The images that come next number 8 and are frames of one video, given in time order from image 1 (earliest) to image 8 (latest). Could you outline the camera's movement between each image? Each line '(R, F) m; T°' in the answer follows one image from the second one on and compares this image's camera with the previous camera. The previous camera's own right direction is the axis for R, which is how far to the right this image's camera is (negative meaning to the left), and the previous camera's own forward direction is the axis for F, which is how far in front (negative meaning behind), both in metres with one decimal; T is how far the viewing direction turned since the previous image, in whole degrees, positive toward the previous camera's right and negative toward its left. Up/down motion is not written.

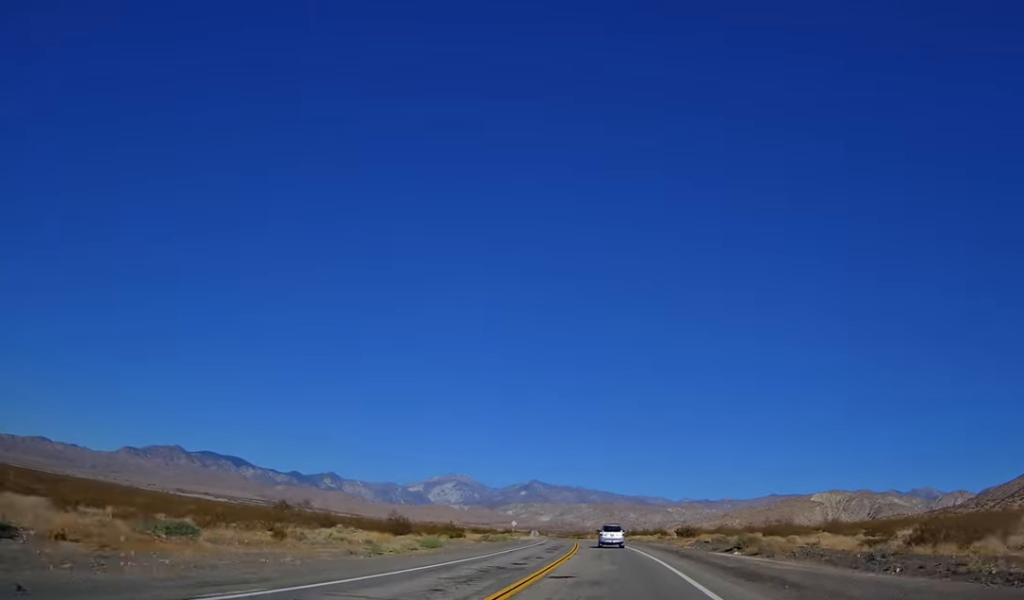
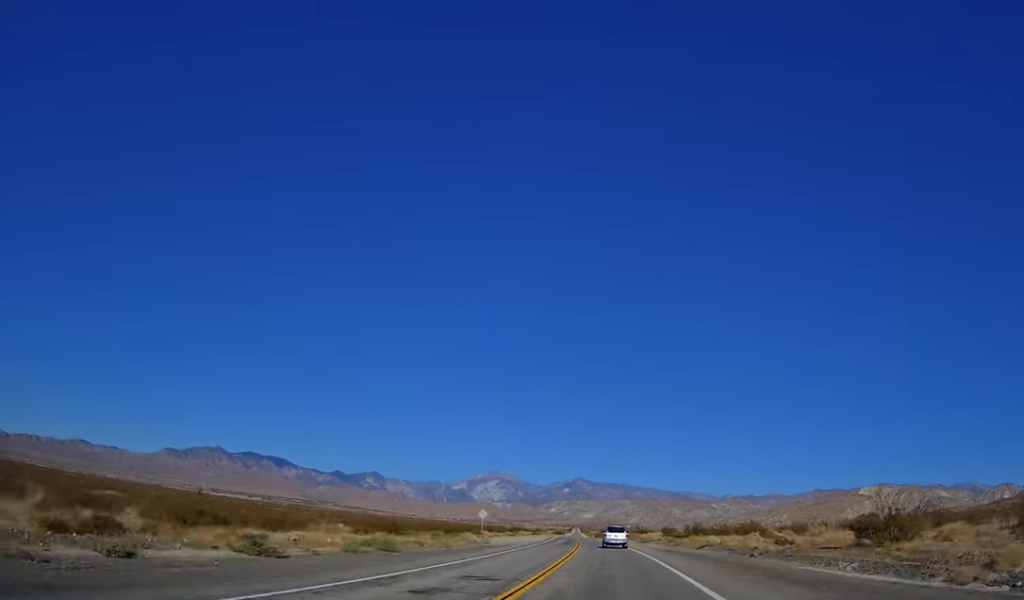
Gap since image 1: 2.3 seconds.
(-1.5, +56.8) m; -4°
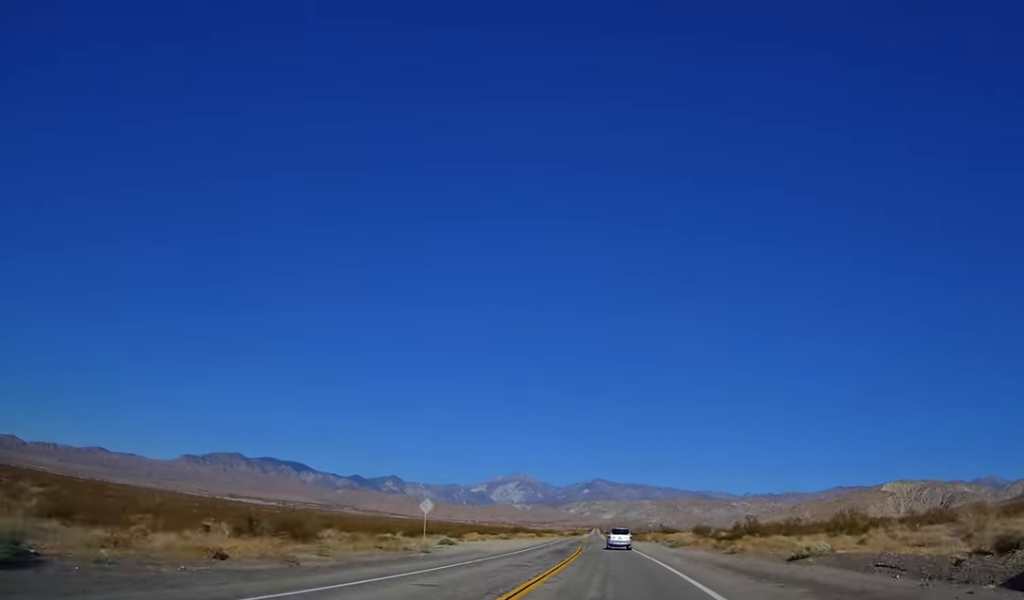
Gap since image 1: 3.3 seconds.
(-0.4, +24.9) m; -2°
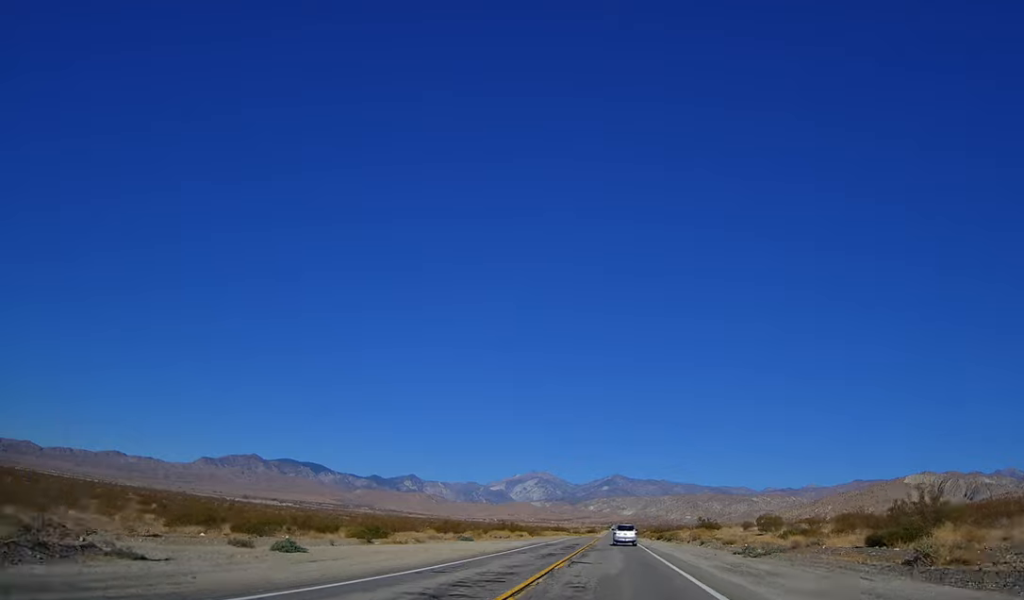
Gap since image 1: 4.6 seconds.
(-1.0, +33.0) m; -1°
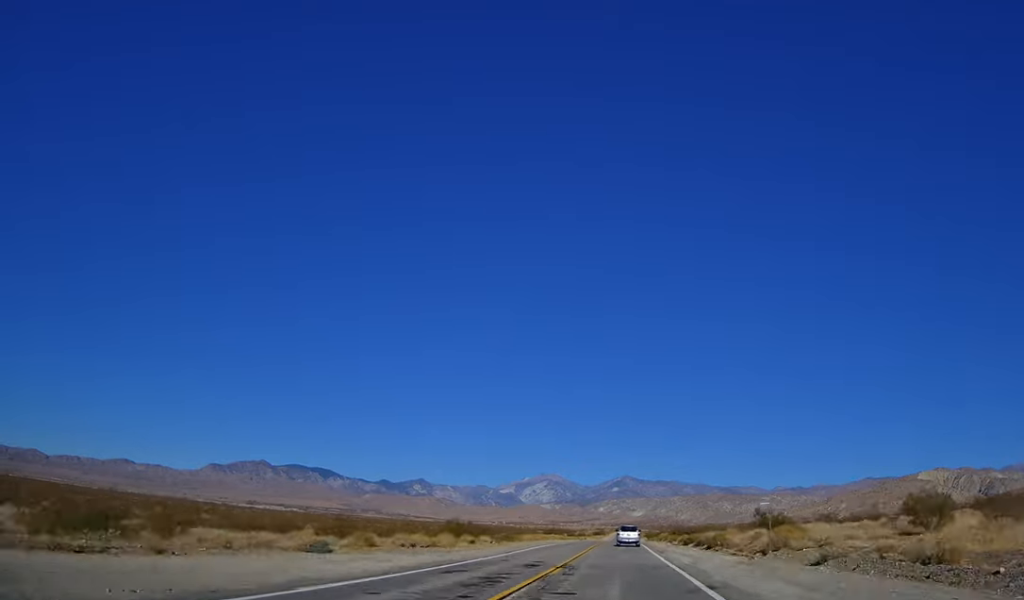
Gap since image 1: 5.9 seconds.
(-0.2, +31.4) m; -1°
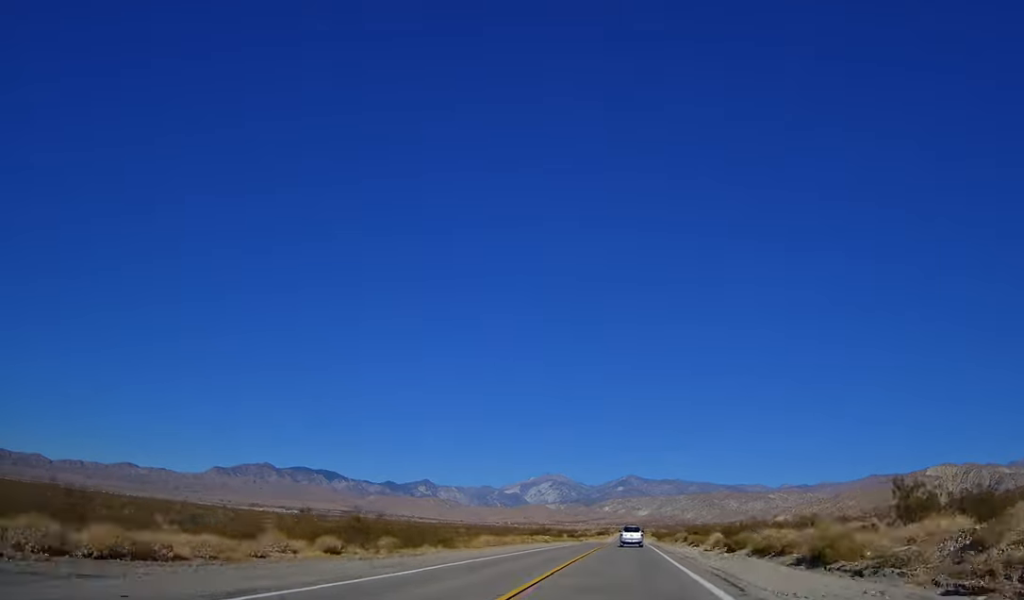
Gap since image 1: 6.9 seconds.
(+0.3, +26.4) m; -1°
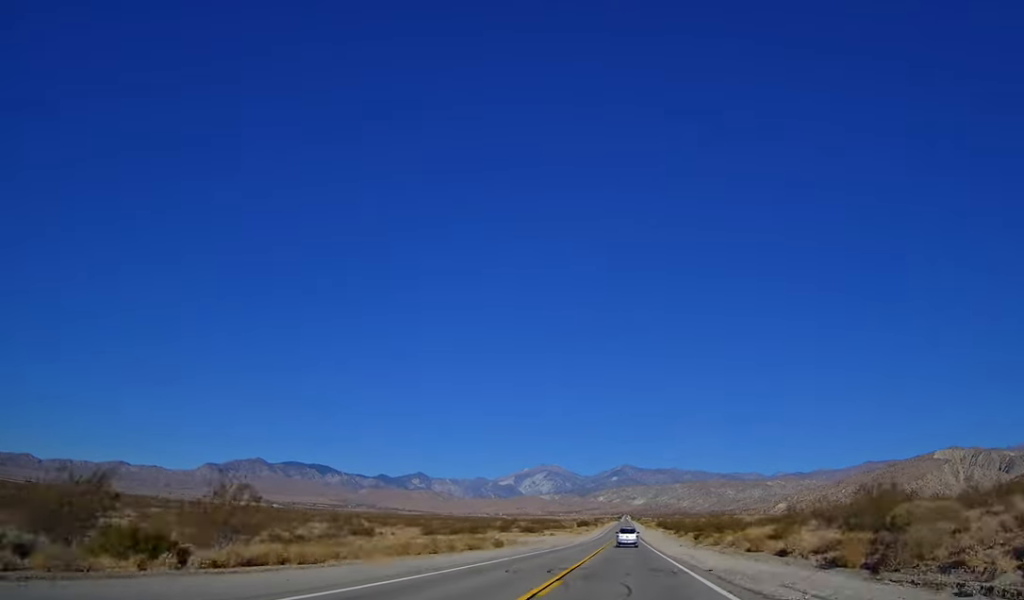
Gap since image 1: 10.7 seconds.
(-1.5, +93.2) m; 0°
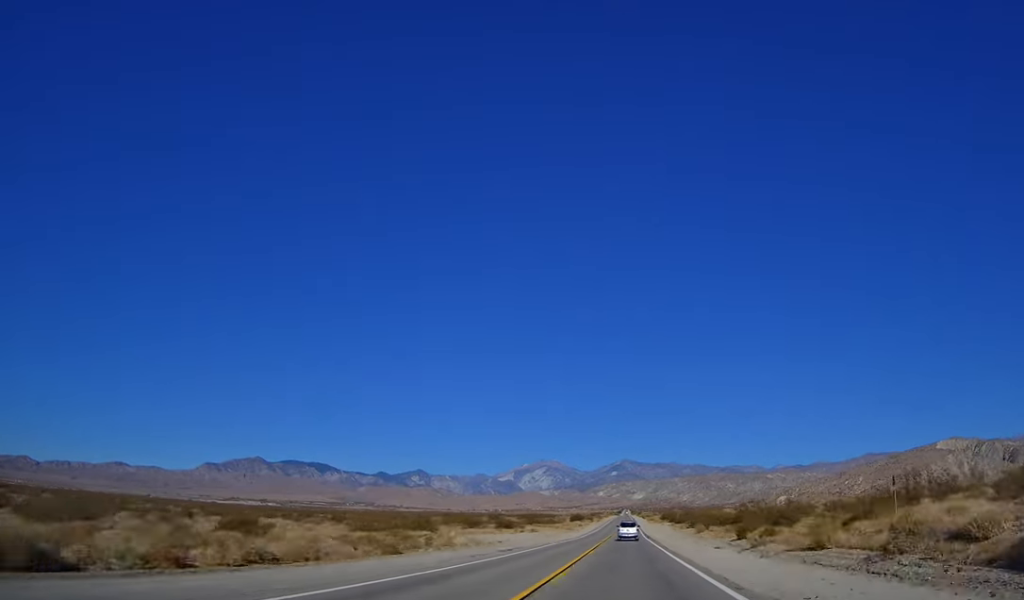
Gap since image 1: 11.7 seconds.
(+0.1, +26.6) m; 0°
